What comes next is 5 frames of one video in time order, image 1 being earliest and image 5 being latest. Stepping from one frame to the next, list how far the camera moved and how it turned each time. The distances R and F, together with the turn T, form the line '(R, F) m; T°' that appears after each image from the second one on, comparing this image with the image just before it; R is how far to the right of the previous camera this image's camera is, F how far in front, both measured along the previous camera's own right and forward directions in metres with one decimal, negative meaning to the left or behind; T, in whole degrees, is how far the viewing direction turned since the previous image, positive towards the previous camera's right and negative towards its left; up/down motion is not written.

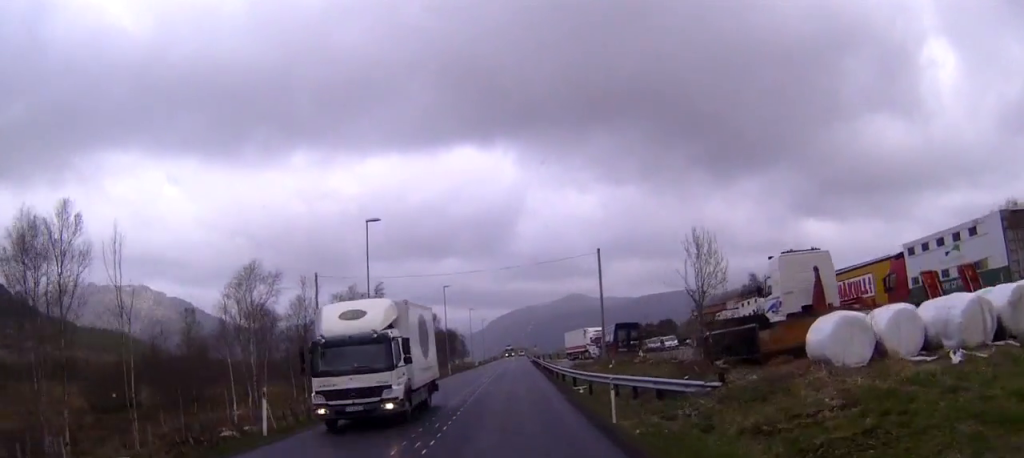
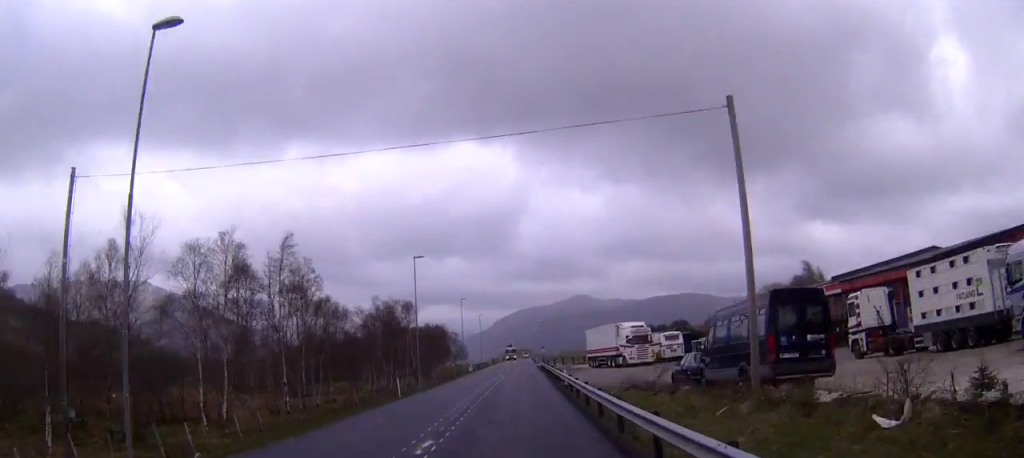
(-0.1, +28.4) m; 0°
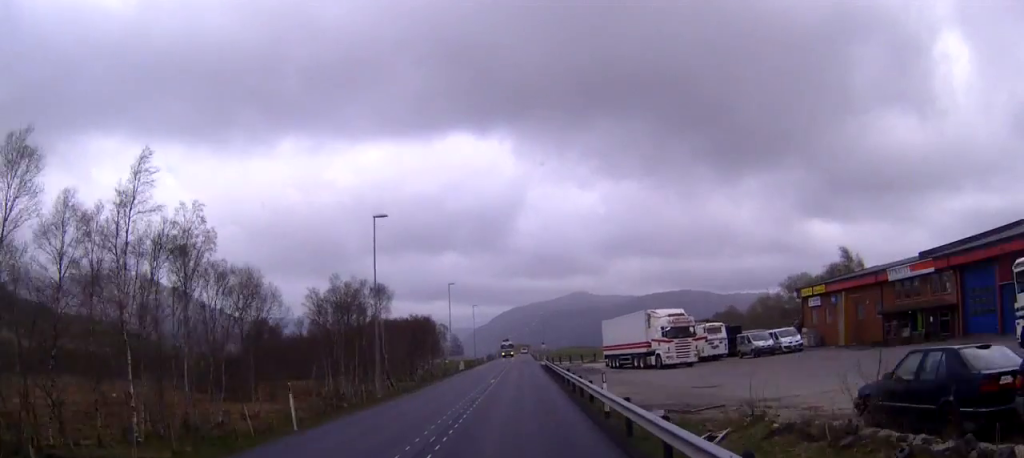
(-0.1, +16.7) m; 0°
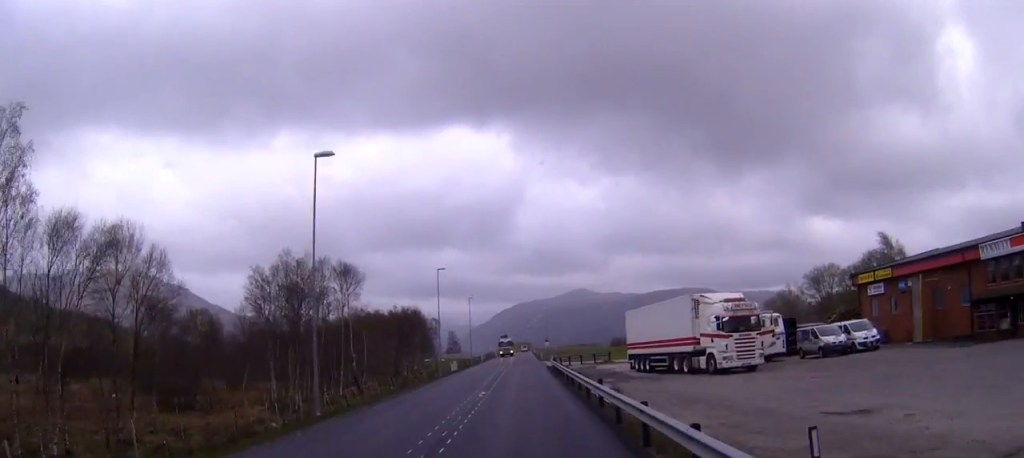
(+0.1, +13.4) m; 0°
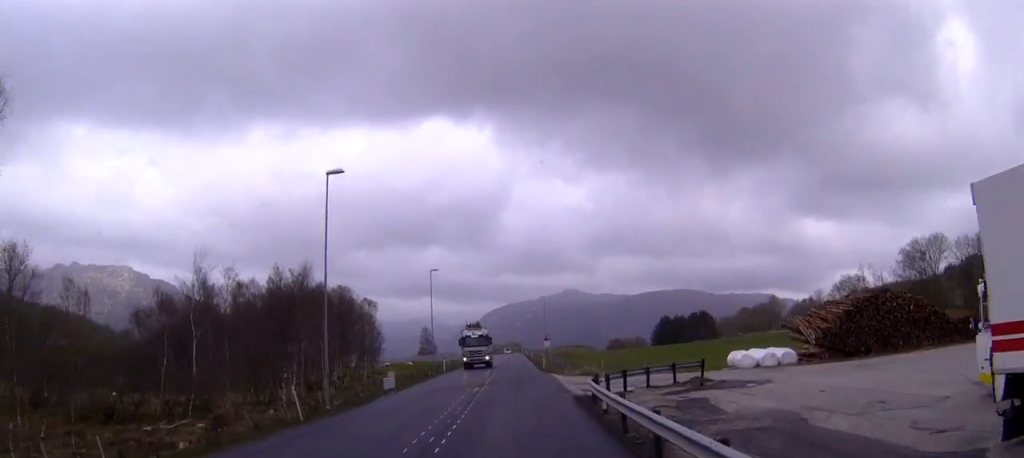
(+0.1, +41.3) m; 0°
